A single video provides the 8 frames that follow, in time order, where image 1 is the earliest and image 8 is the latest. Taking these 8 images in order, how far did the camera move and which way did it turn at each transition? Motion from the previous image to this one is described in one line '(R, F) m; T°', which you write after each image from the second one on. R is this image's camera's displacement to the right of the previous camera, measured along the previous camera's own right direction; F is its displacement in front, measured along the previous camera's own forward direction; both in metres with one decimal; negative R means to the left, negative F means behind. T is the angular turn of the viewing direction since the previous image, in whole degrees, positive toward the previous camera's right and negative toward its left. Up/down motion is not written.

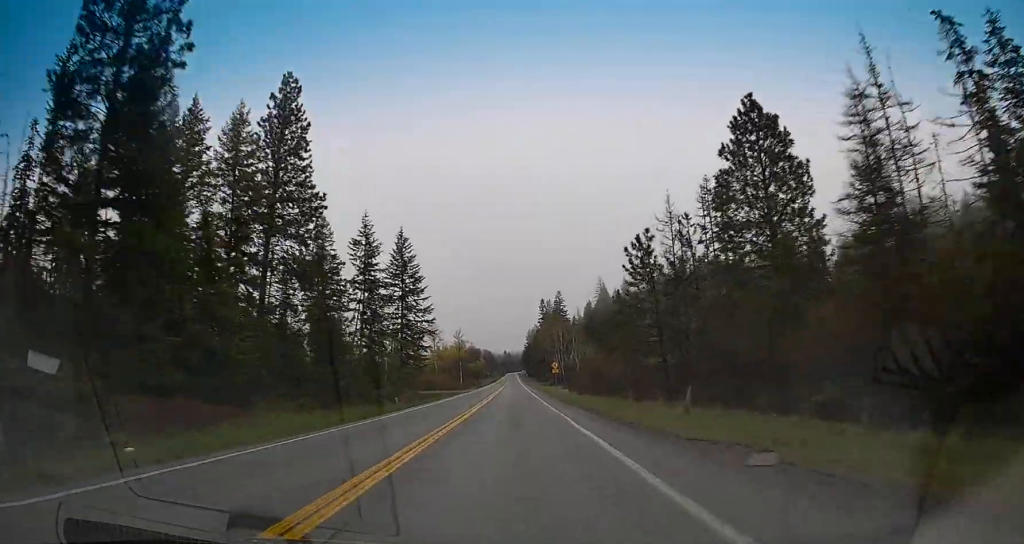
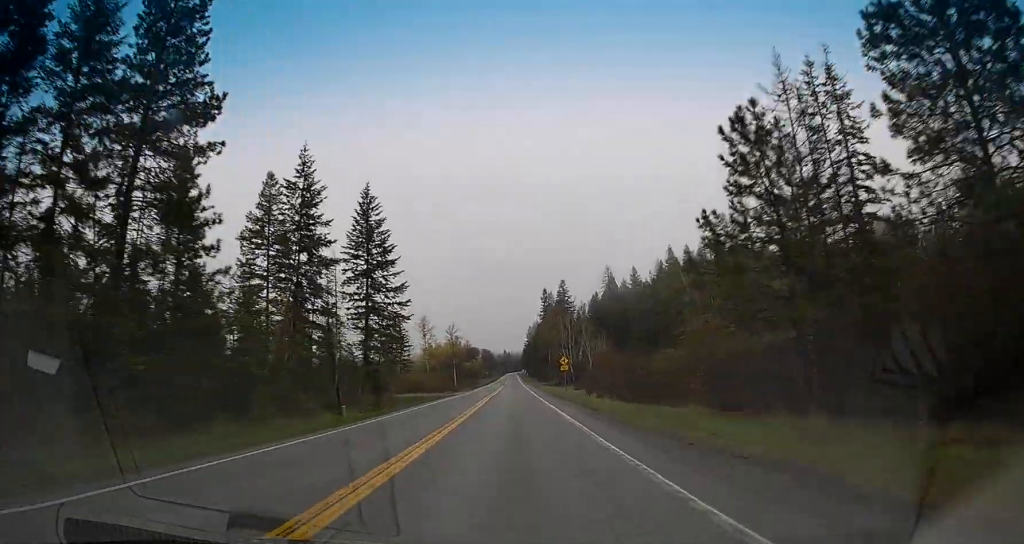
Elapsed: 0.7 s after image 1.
(-0.1, +20.2) m; 0°
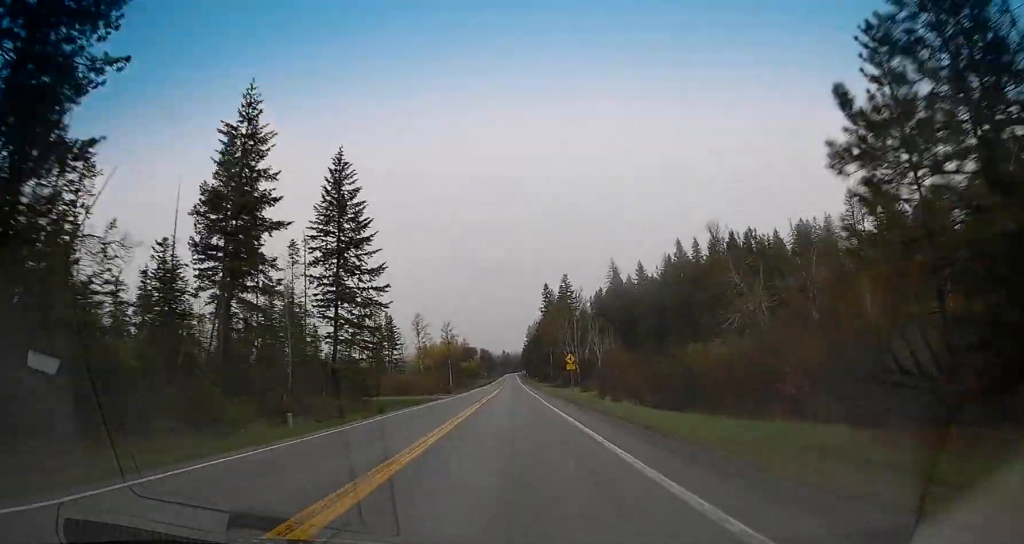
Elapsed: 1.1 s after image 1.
(-0.1, +11.2) m; 0°
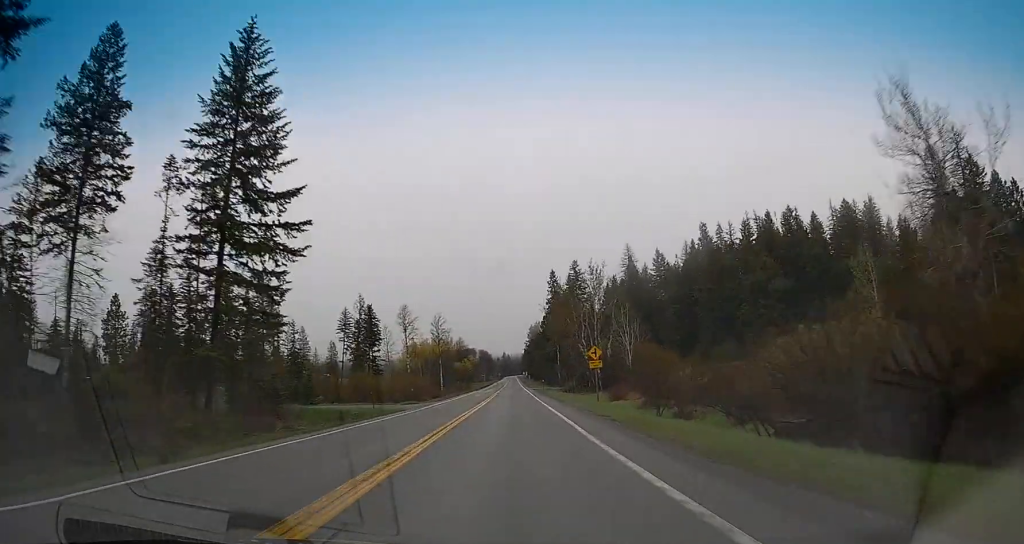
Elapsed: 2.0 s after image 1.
(-0.1, +23.3) m; -1°
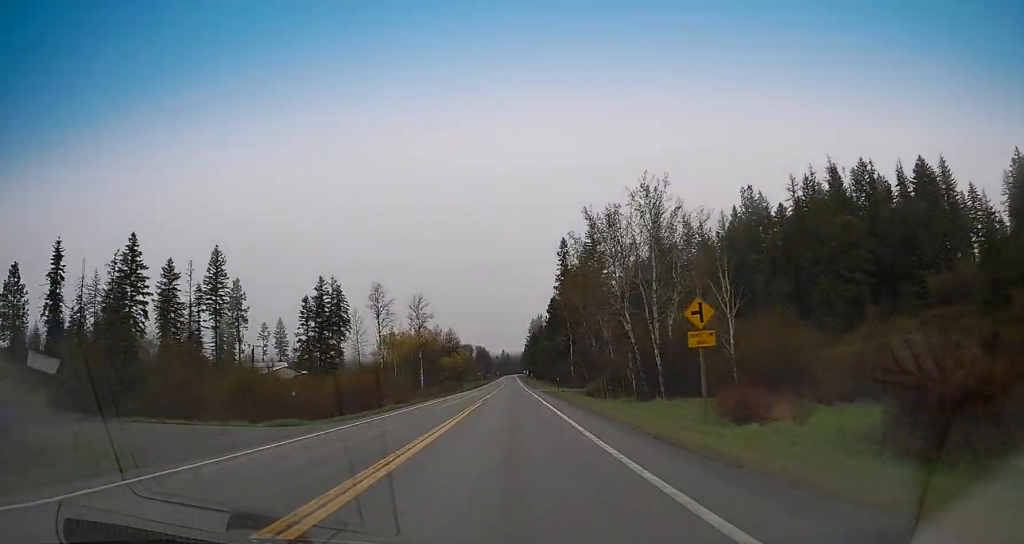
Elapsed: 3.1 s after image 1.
(-0.5, +30.1) m; 0°
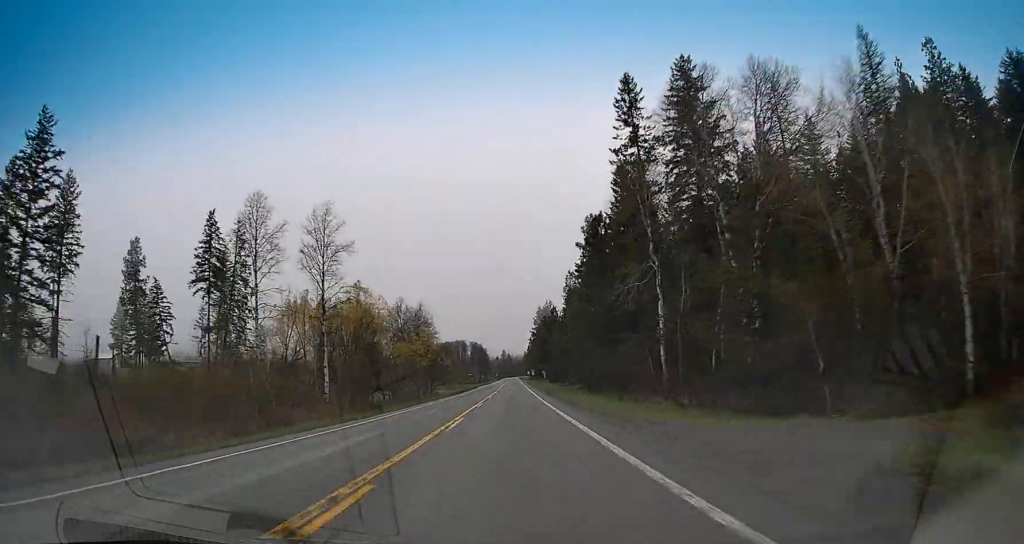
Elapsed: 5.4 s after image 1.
(+1.0, +60.0) m; +1°
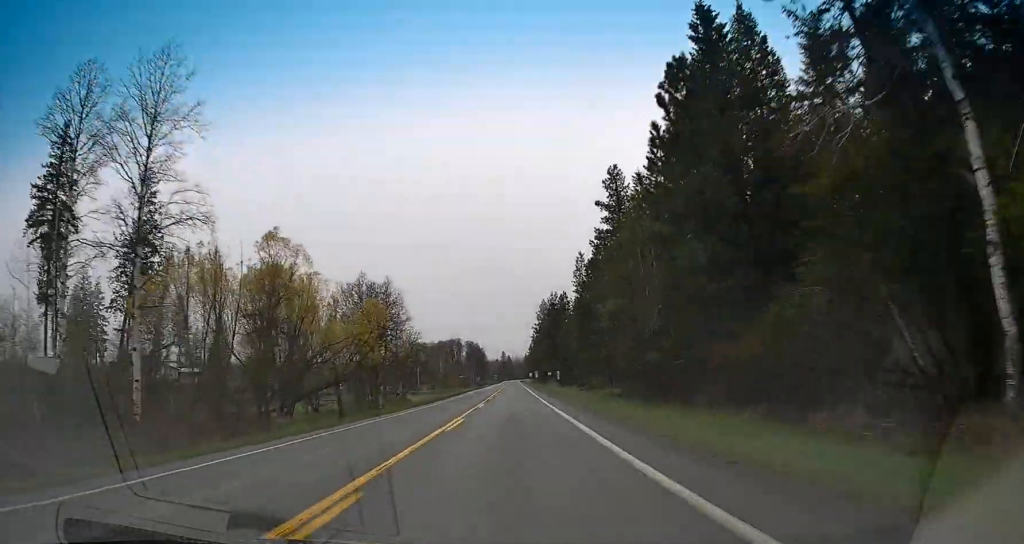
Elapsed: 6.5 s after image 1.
(0.0, +30.2) m; 0°
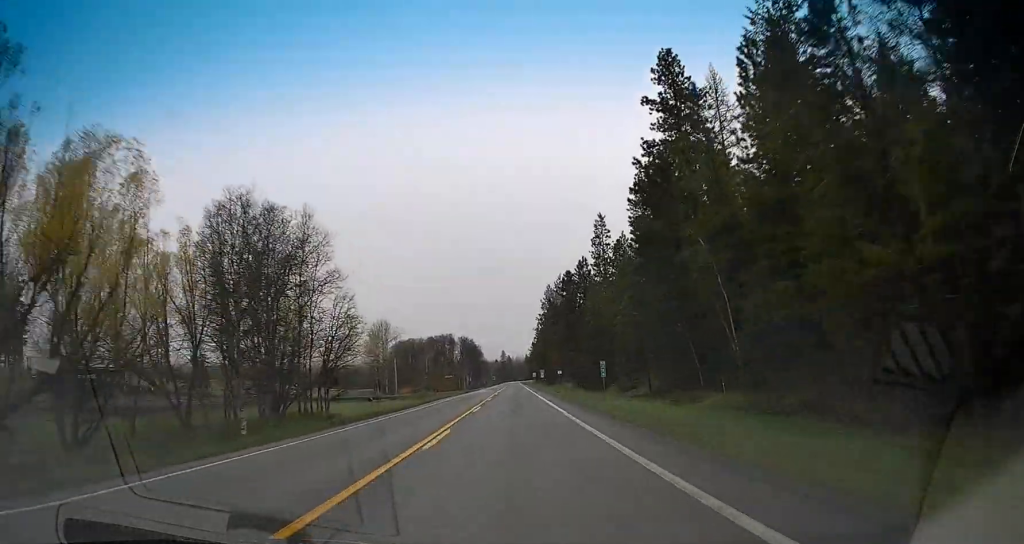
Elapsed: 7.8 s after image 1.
(+0.1, +35.6) m; 0°
